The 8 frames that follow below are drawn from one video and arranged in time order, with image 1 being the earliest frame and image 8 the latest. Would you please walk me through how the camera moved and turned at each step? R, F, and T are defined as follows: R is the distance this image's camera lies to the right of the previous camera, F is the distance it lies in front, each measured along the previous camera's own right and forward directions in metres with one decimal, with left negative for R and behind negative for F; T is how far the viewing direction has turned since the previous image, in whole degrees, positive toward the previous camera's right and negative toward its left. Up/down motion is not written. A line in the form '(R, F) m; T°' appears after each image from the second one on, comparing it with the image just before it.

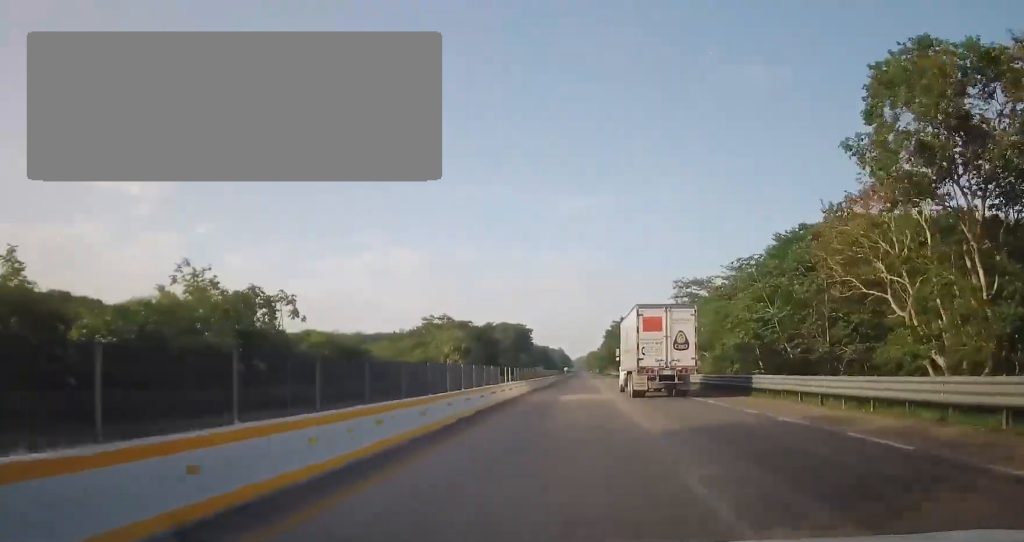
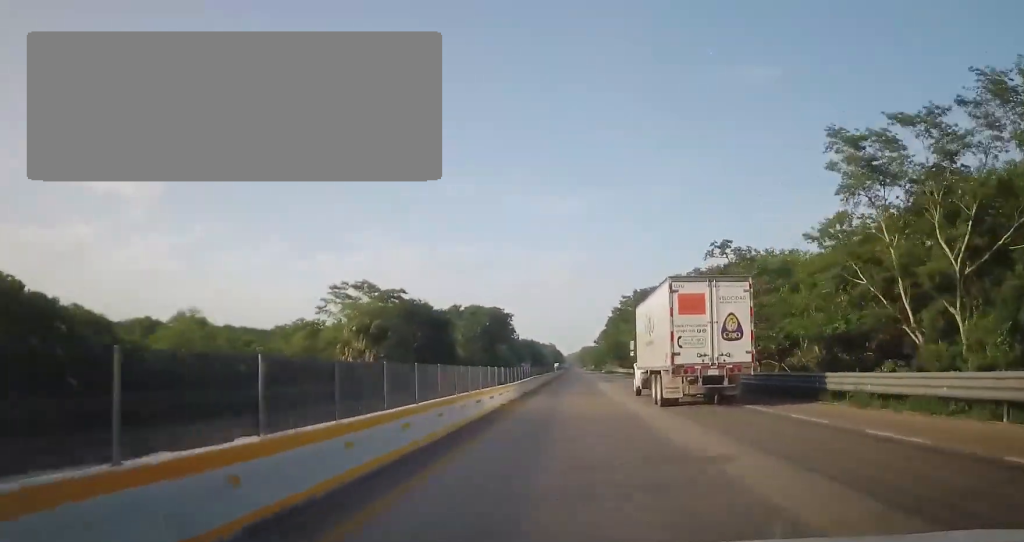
(-0.4, +38.1) m; +1°
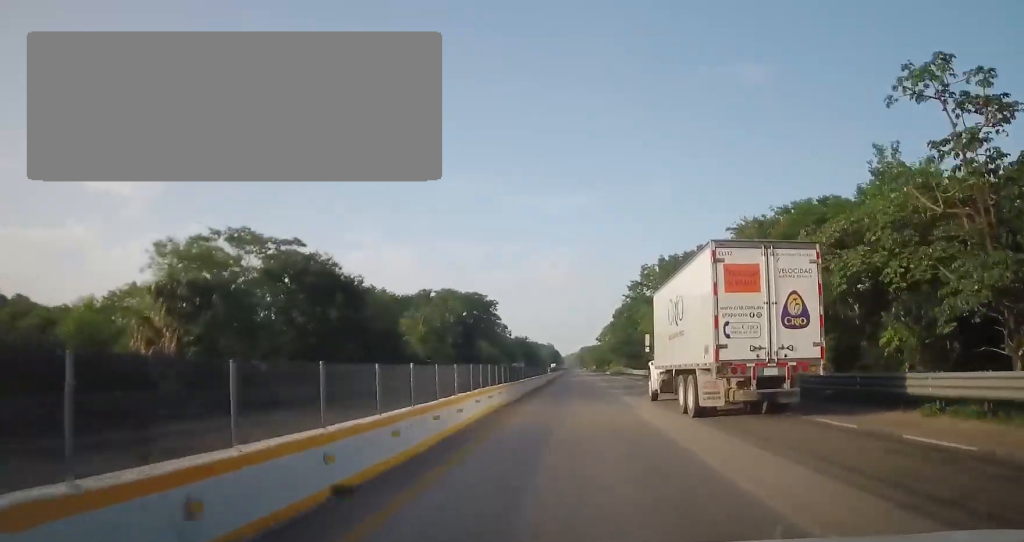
(+1.1, +26.4) m; +2°
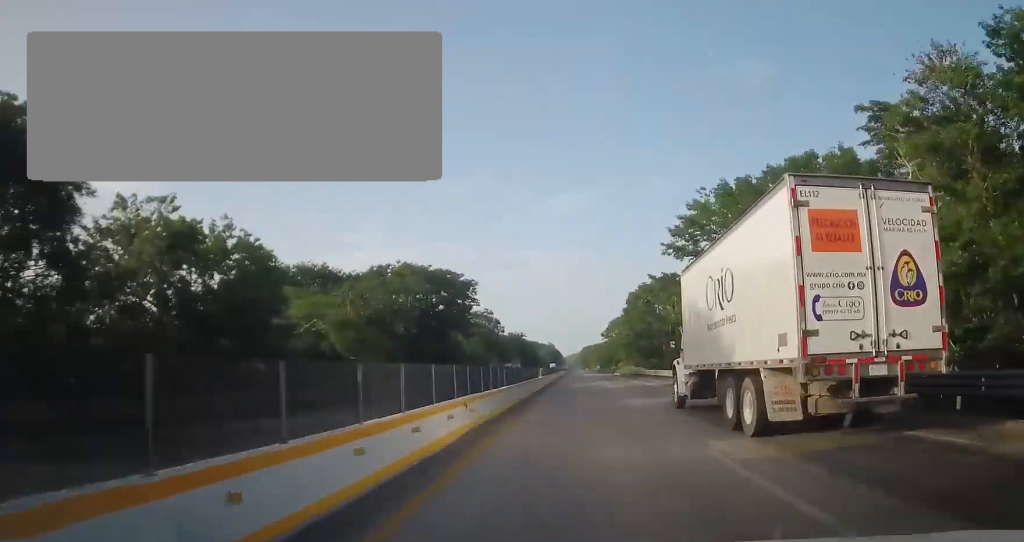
(0.0, +25.1) m; 0°
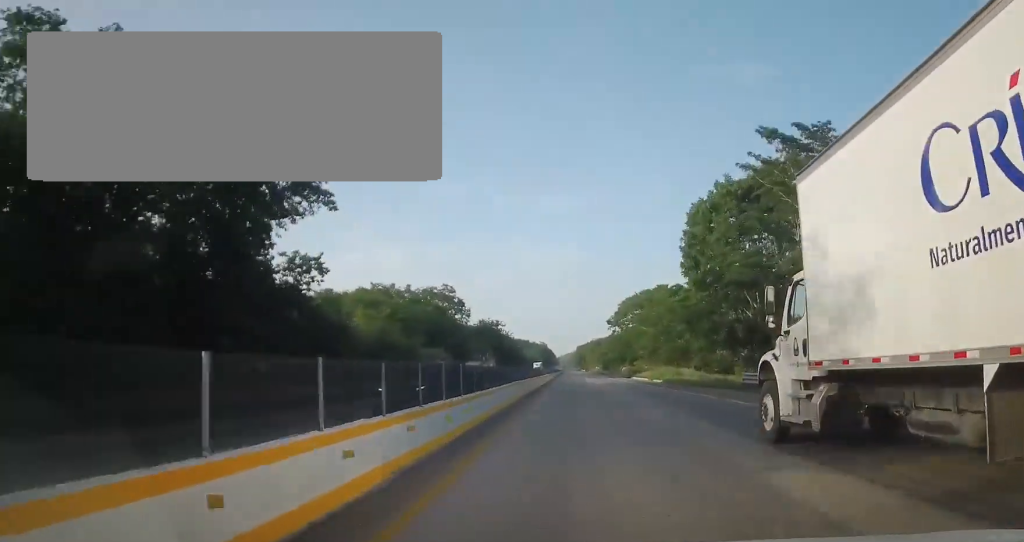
(-0.6, +51.0) m; 0°
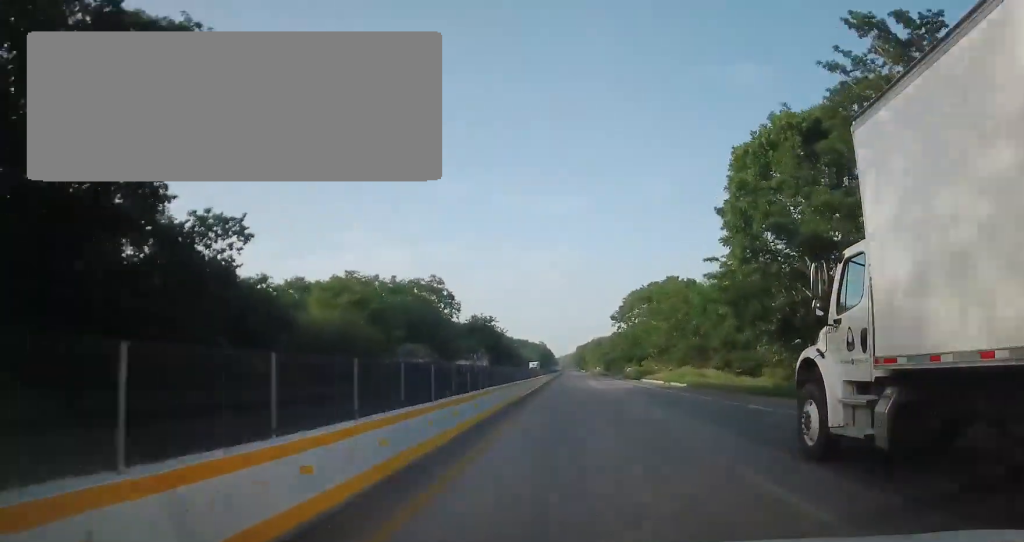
(+0.3, +11.3) m; 0°
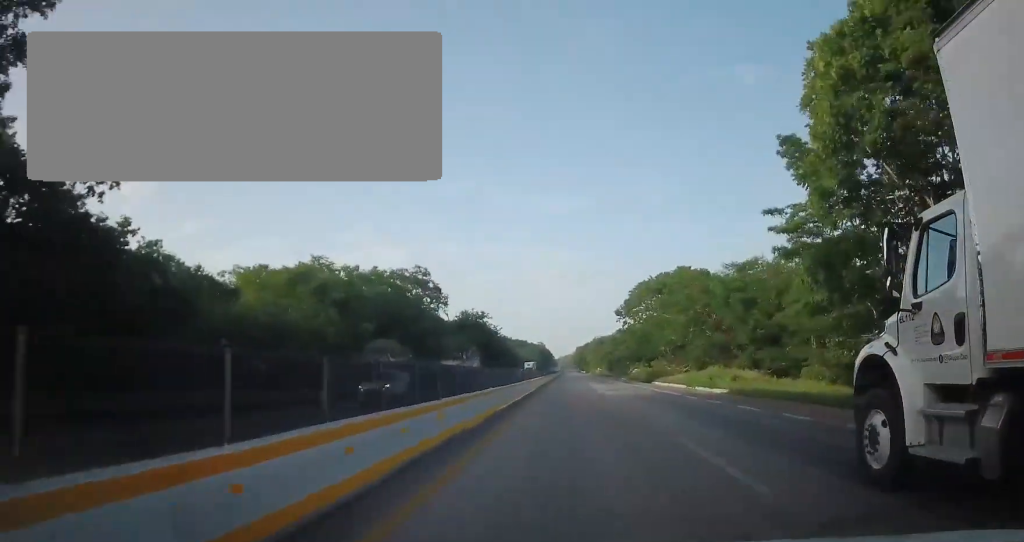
(+0.3, +11.3) m; 0°
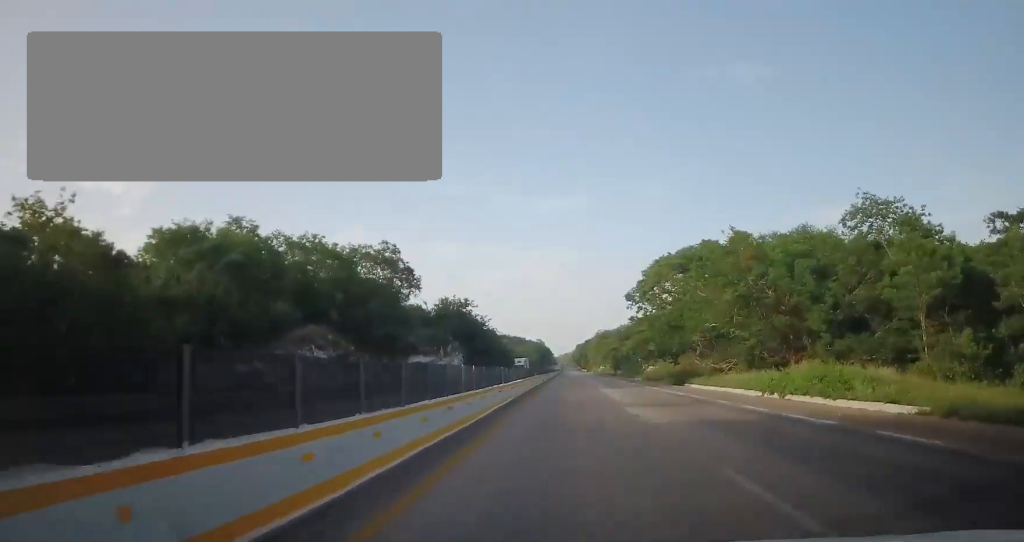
(-0.4, +18.6) m; -1°
